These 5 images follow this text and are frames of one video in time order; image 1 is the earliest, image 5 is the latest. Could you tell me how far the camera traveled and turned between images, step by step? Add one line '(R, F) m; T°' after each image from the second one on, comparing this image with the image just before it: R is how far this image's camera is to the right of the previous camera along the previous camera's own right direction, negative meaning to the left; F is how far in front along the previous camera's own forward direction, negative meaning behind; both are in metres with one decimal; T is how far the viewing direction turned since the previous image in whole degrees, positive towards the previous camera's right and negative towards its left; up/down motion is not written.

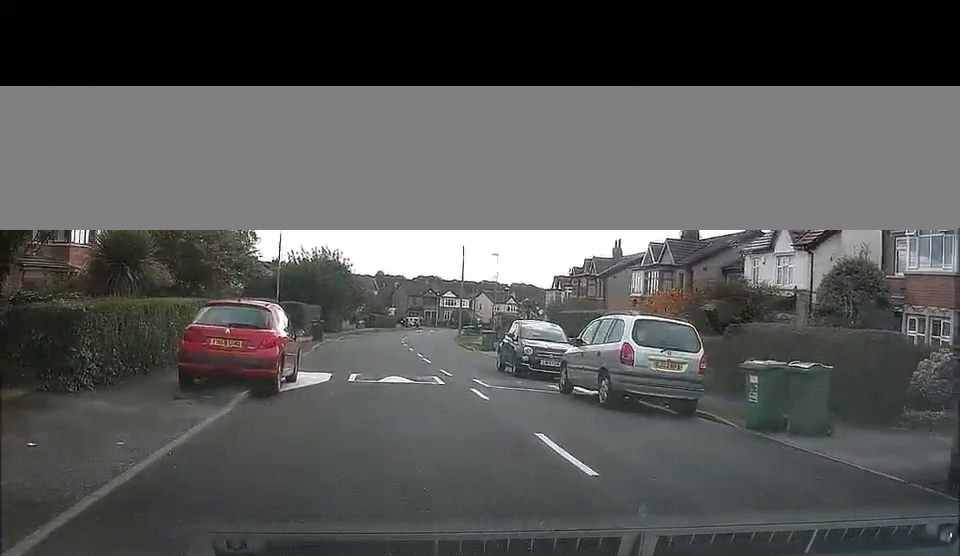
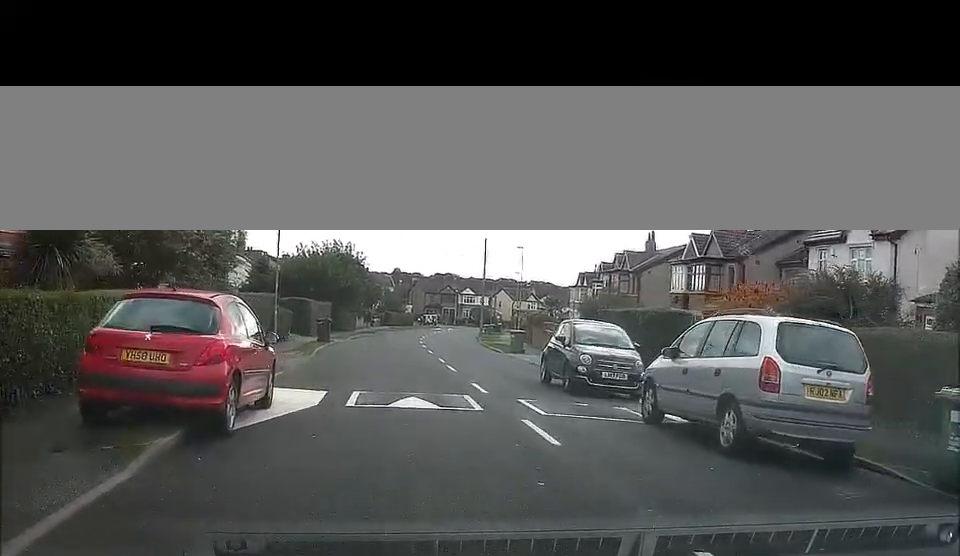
(0.0, +4.6) m; 0°
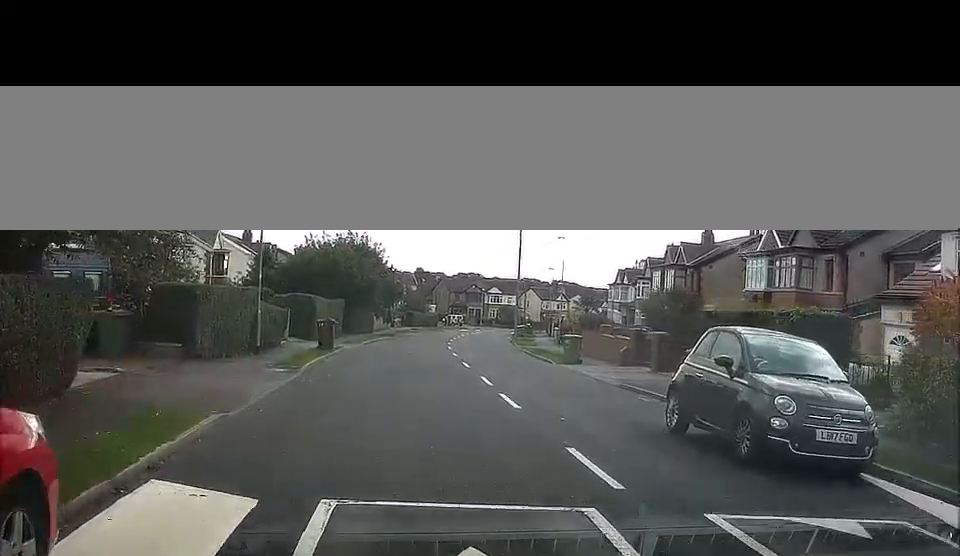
(0.0, +7.4) m; +1°
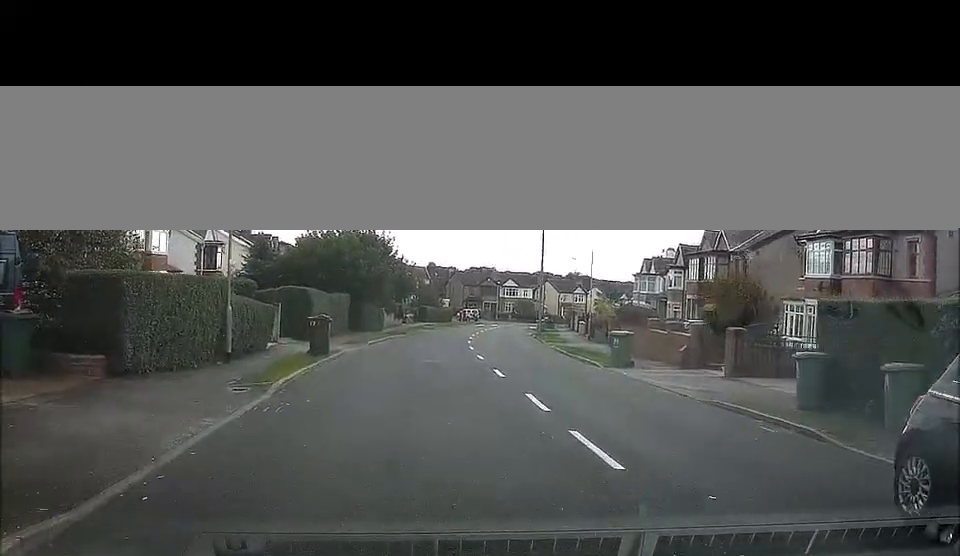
(0.0, +5.5) m; -1°
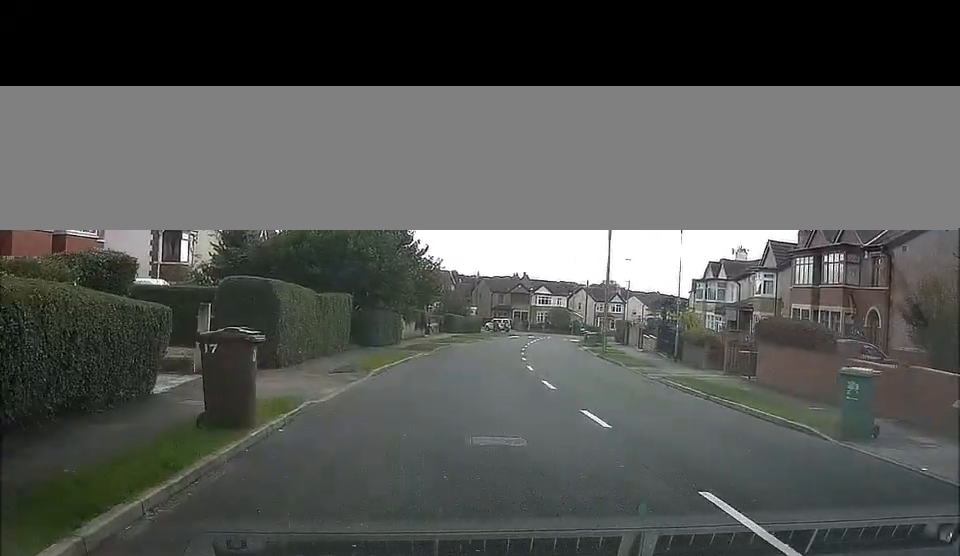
(-0.2, +10.9) m; 0°
